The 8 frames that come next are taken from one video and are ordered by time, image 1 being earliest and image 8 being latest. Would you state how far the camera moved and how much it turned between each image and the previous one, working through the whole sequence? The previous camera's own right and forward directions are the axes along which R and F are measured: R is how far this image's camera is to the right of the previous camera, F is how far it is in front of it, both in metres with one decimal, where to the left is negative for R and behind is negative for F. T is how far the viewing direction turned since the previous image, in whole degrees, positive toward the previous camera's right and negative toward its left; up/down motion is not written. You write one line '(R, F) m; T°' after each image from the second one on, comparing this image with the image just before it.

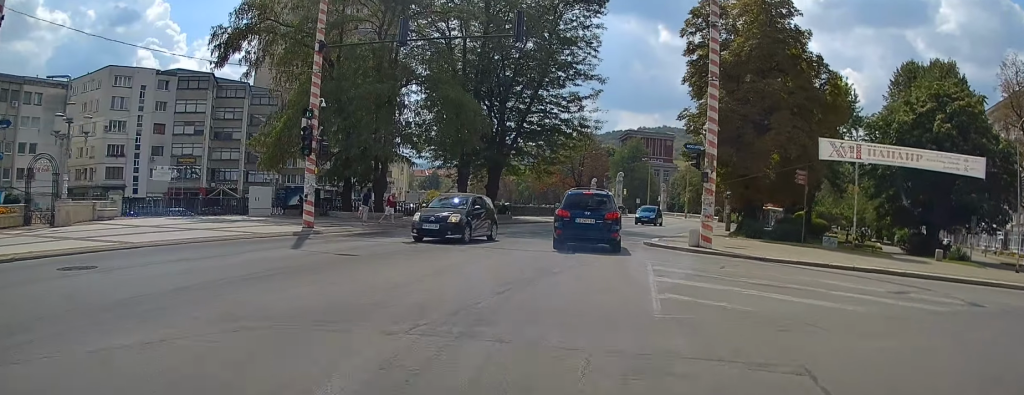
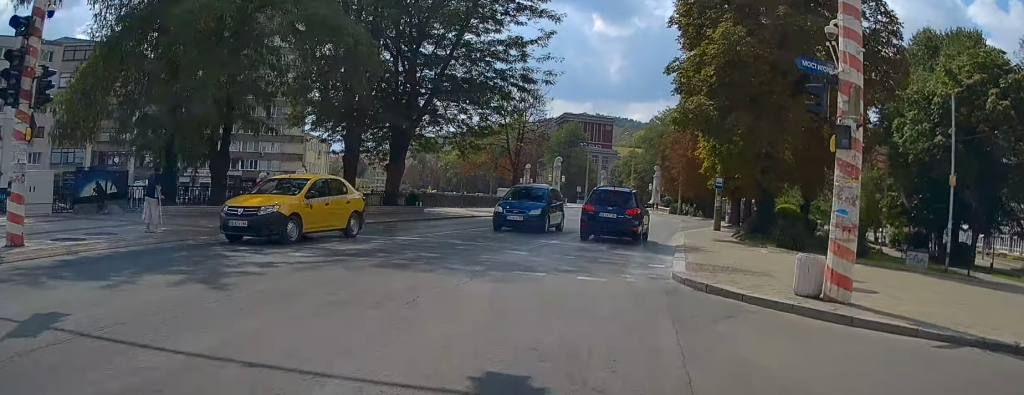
(+0.3, +13.3) m; +5°
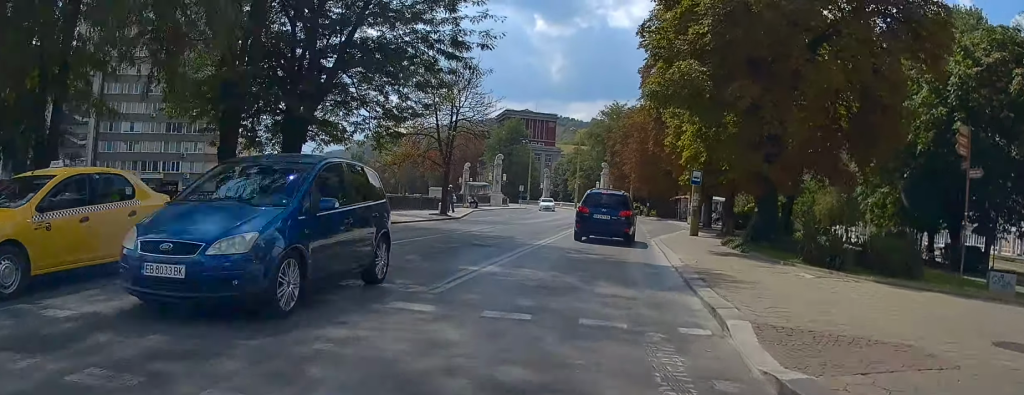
(+0.3, +7.1) m; +3°
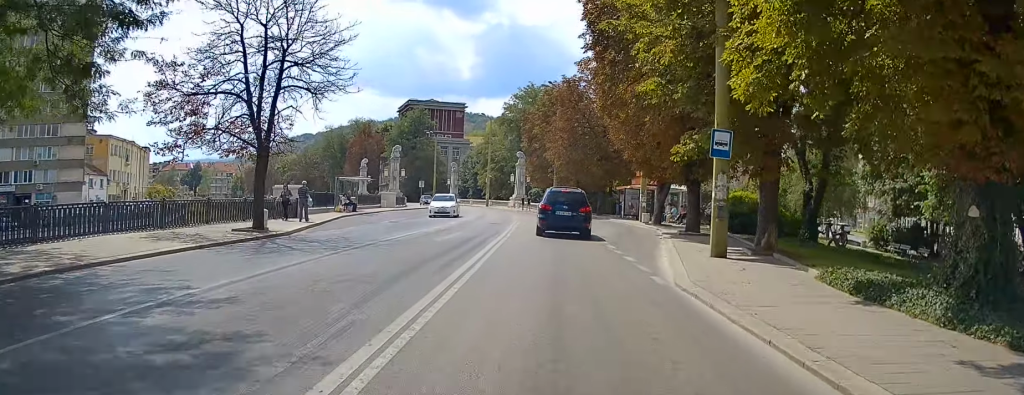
(+1.0, +15.1) m; +8°
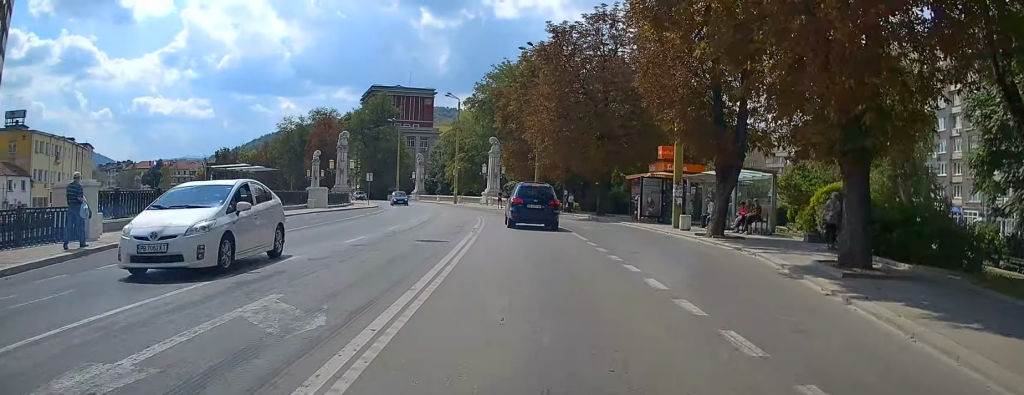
(+0.7, +15.0) m; +3°
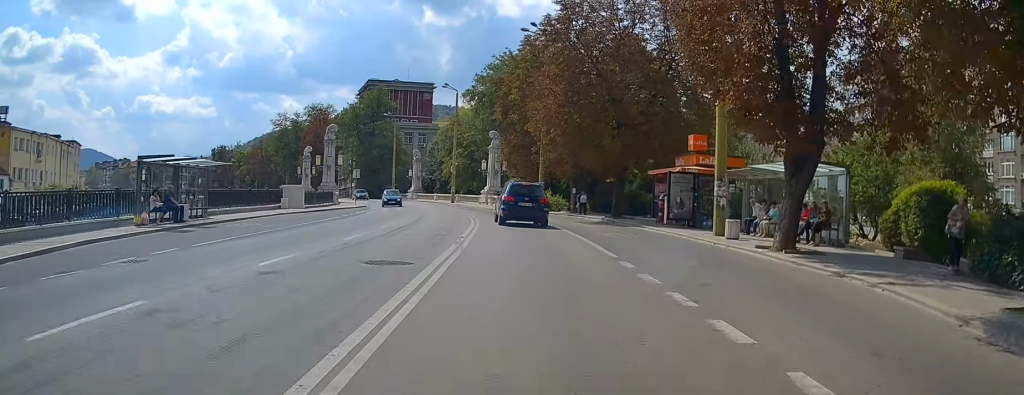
(0.0, +5.7) m; 0°
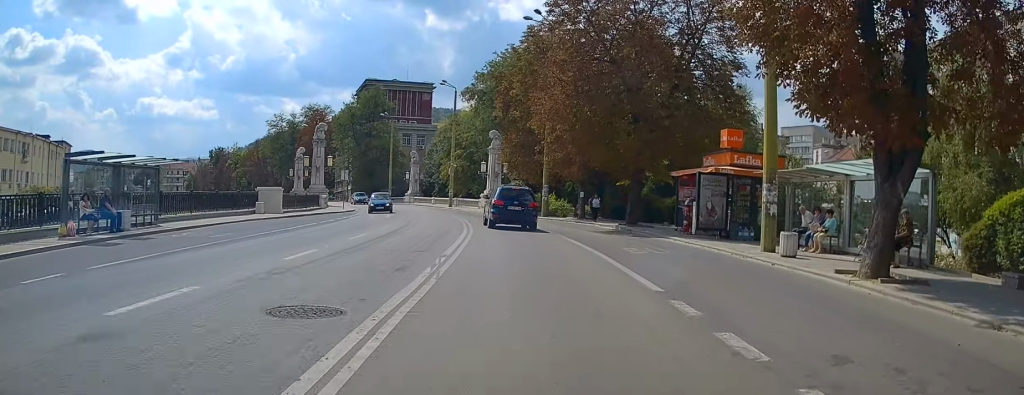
(0.0, +4.3) m; 0°
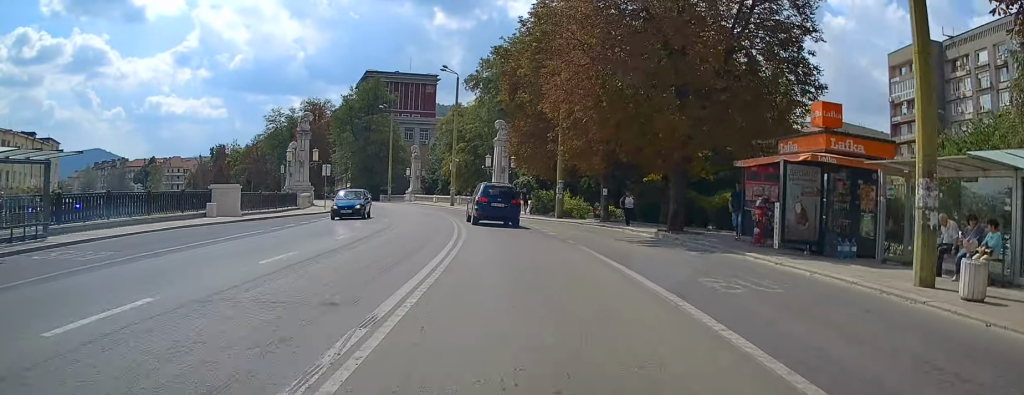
(0.0, +7.0) m; -1°
